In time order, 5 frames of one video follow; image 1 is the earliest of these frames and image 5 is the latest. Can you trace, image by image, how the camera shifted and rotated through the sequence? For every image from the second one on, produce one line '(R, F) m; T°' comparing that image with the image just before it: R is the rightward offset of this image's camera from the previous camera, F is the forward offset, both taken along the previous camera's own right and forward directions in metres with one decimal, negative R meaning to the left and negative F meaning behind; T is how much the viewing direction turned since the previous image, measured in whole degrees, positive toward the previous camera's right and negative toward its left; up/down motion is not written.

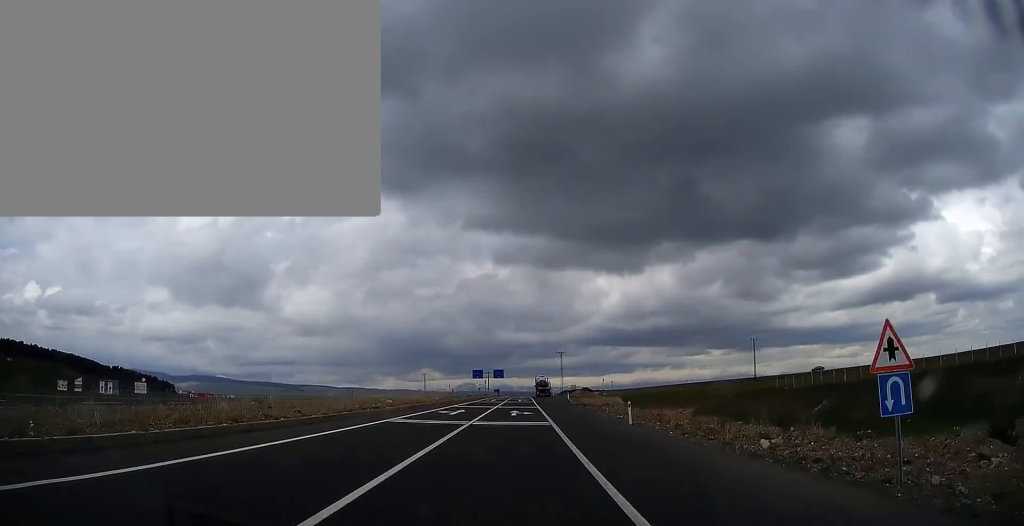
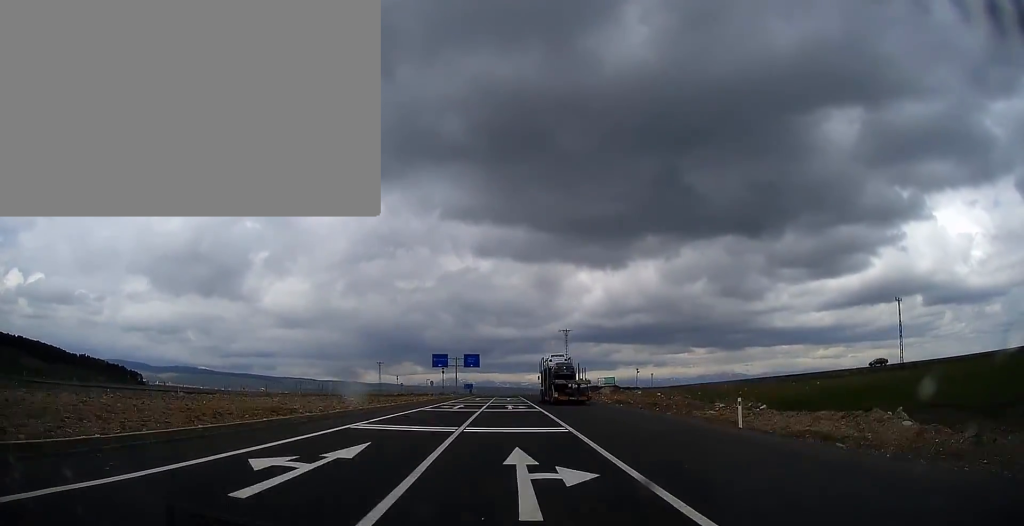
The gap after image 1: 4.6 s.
(+1.2, +70.8) m; +1°
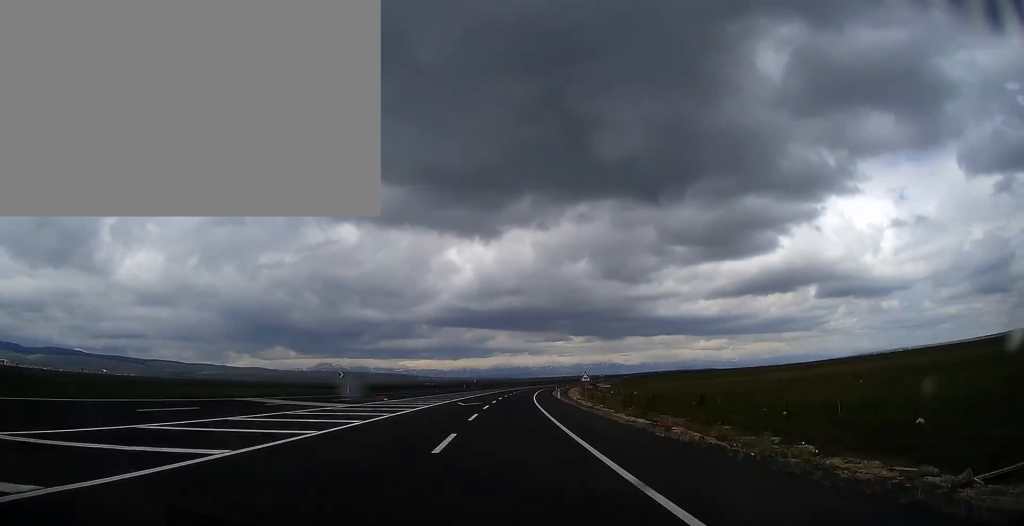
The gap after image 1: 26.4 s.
(+30.9, +450.5) m; +14°
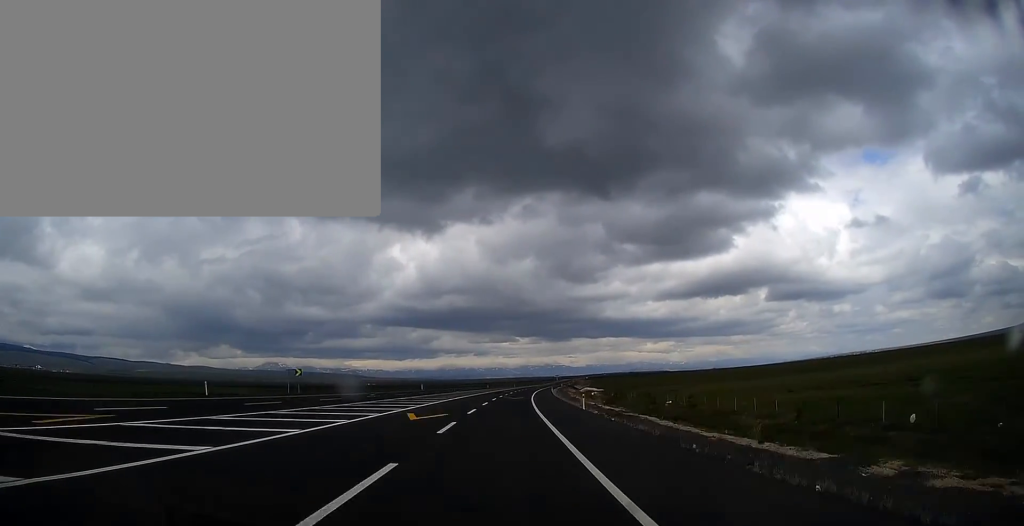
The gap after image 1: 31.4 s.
(+7.0, +129.7) m; +5°
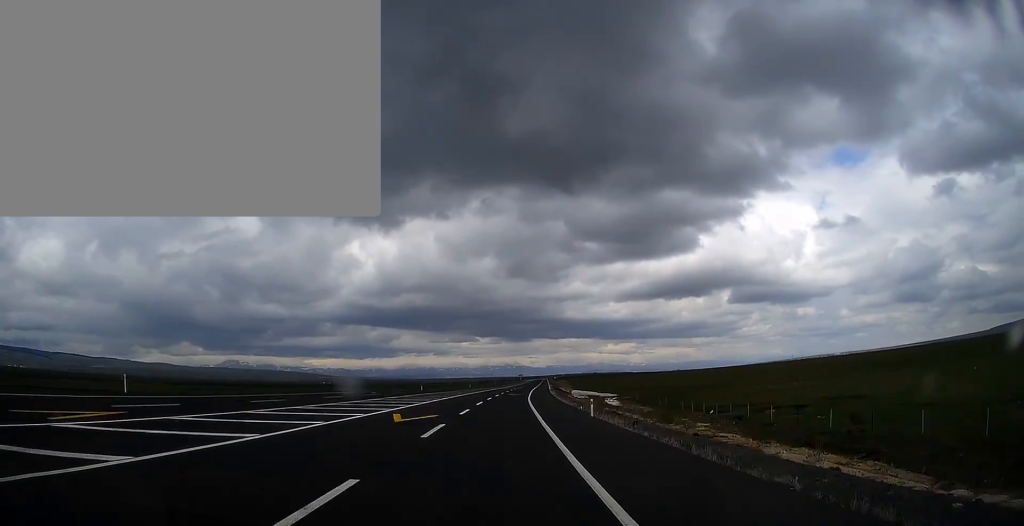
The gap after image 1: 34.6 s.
(+1.0, +84.8) m; +3°
